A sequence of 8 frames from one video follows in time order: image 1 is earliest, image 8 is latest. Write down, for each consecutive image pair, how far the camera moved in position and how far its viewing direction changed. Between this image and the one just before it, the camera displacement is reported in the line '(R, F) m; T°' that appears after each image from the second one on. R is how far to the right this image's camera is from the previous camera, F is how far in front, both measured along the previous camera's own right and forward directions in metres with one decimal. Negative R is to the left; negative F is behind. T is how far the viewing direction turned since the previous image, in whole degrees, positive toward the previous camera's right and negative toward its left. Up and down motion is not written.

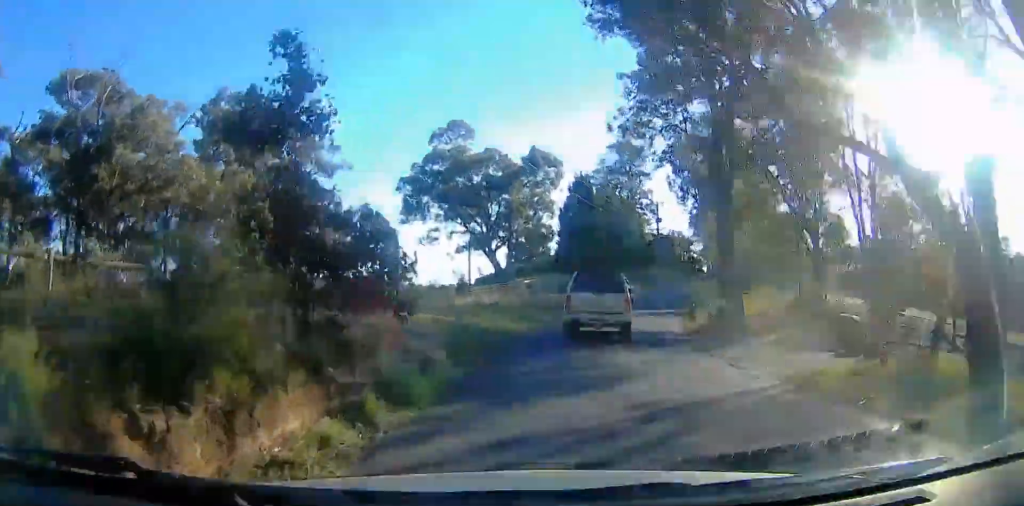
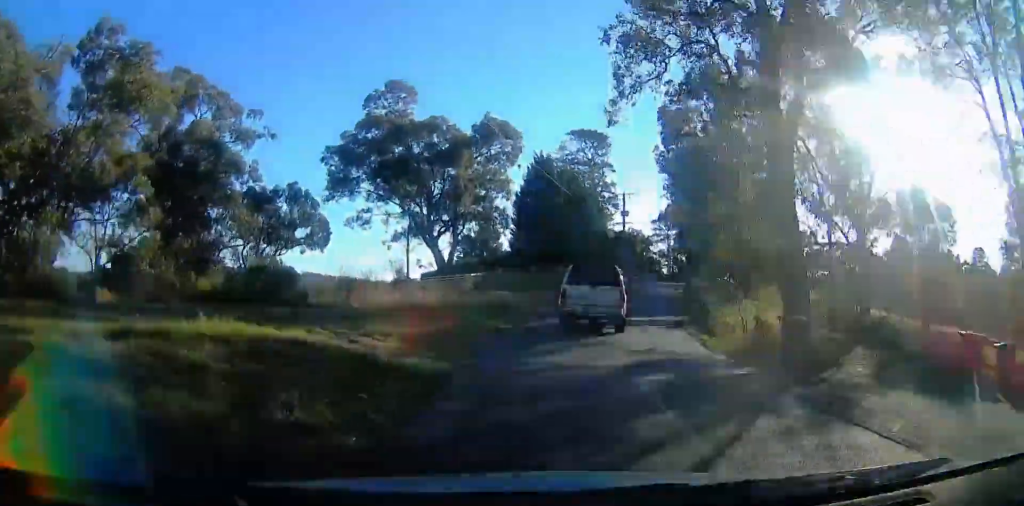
(0.0, +8.2) m; 0°
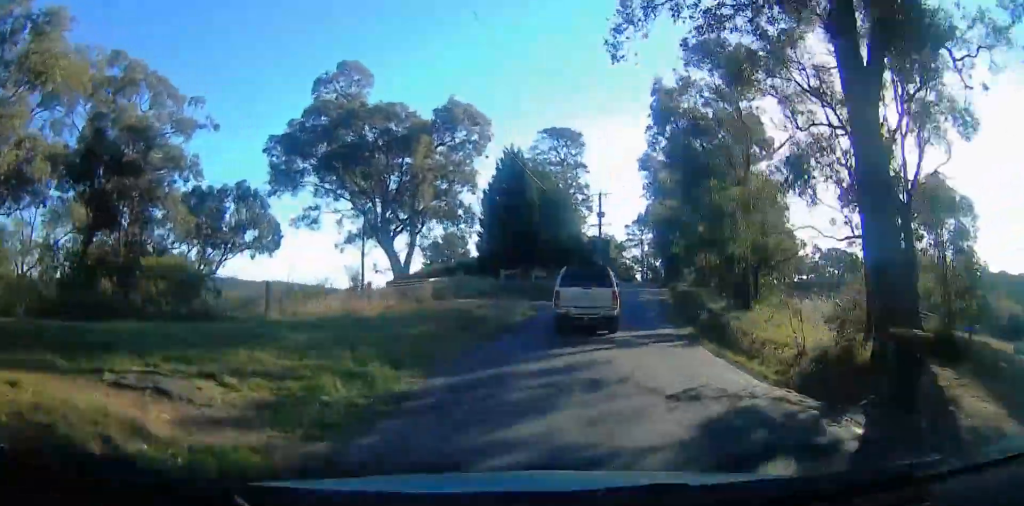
(0.0, +5.0) m; +1°
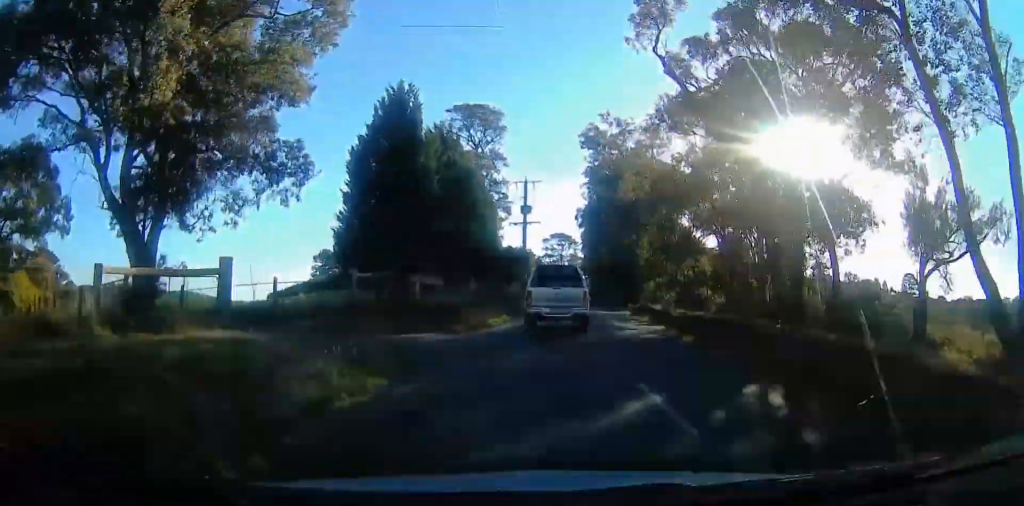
(+0.8, +18.0) m; +10°
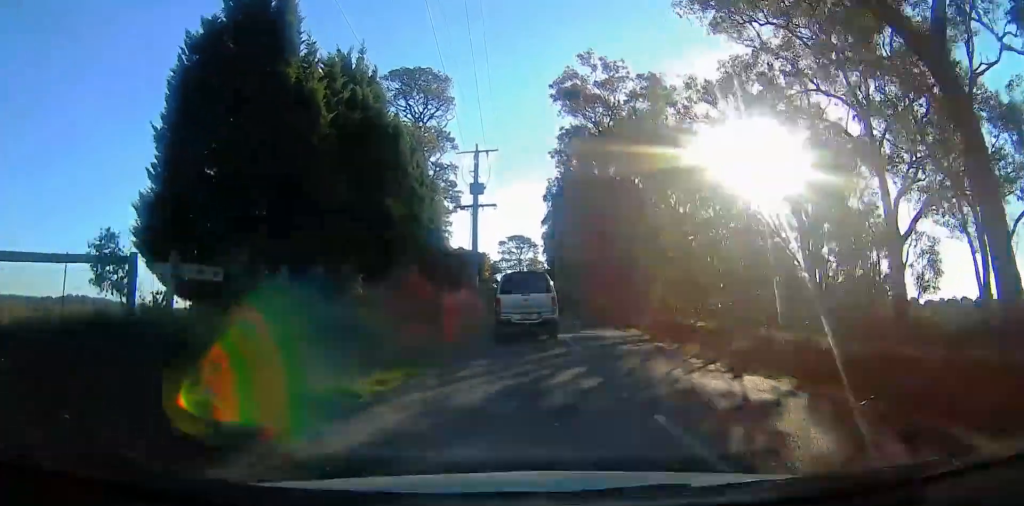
(+1.6, +13.6) m; +8°
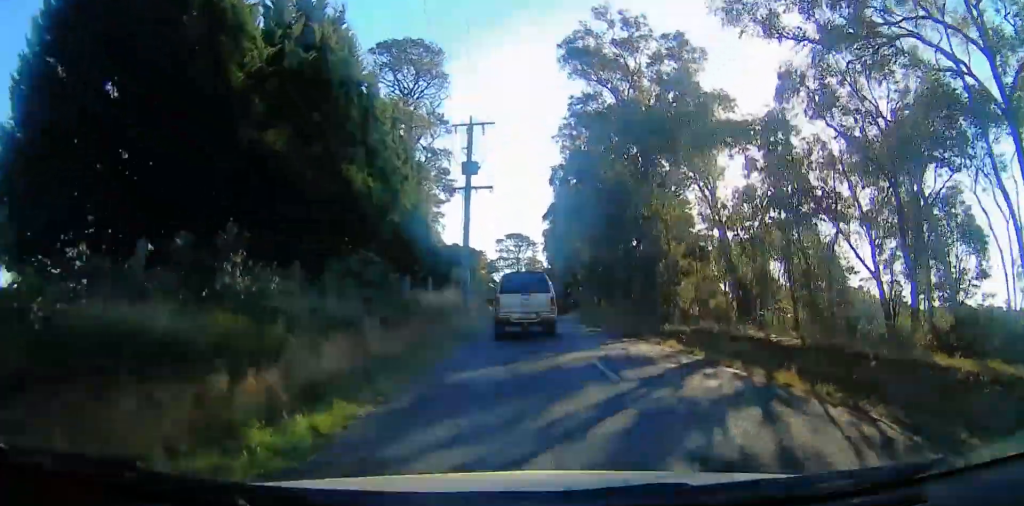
(+0.1, +6.2) m; +1°
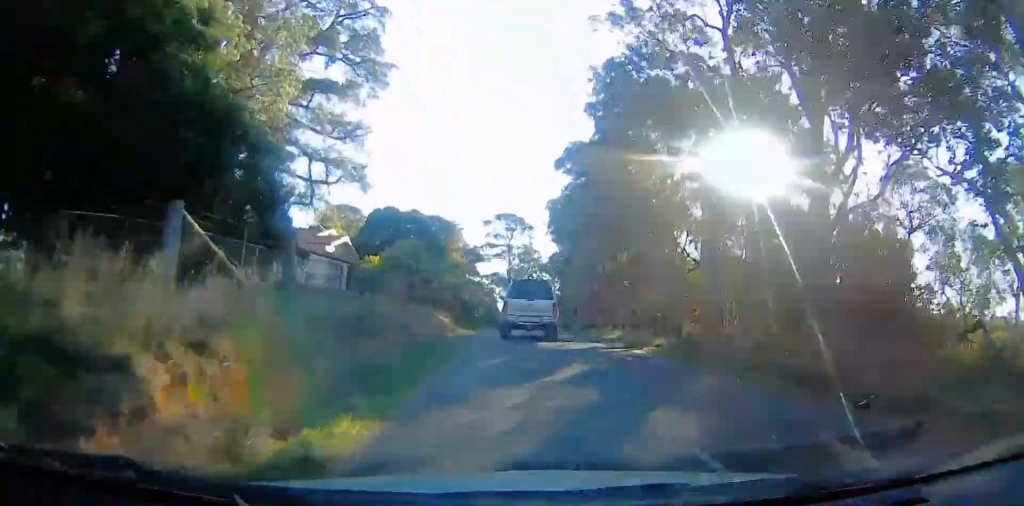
(-0.6, +33.2) m; -8°
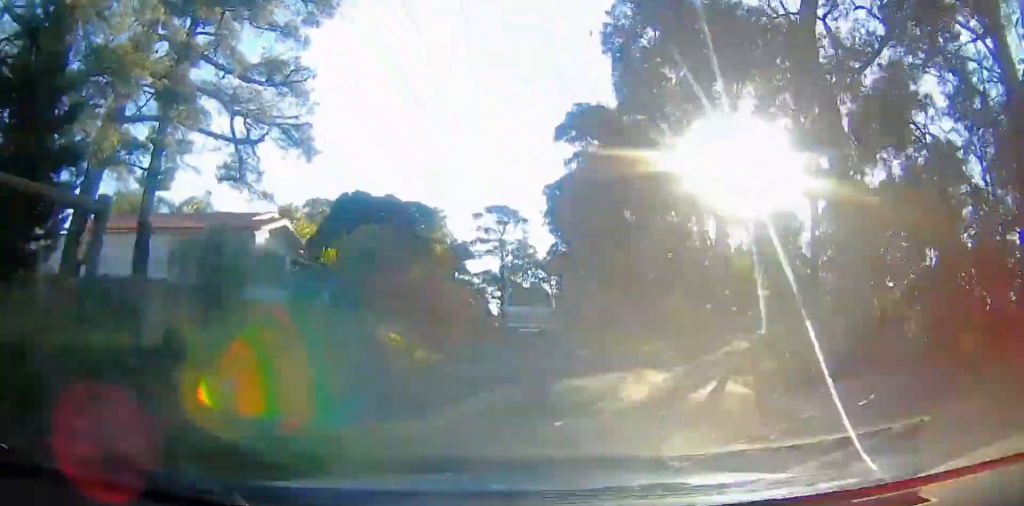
(-0.5, +9.6) m; -3°
